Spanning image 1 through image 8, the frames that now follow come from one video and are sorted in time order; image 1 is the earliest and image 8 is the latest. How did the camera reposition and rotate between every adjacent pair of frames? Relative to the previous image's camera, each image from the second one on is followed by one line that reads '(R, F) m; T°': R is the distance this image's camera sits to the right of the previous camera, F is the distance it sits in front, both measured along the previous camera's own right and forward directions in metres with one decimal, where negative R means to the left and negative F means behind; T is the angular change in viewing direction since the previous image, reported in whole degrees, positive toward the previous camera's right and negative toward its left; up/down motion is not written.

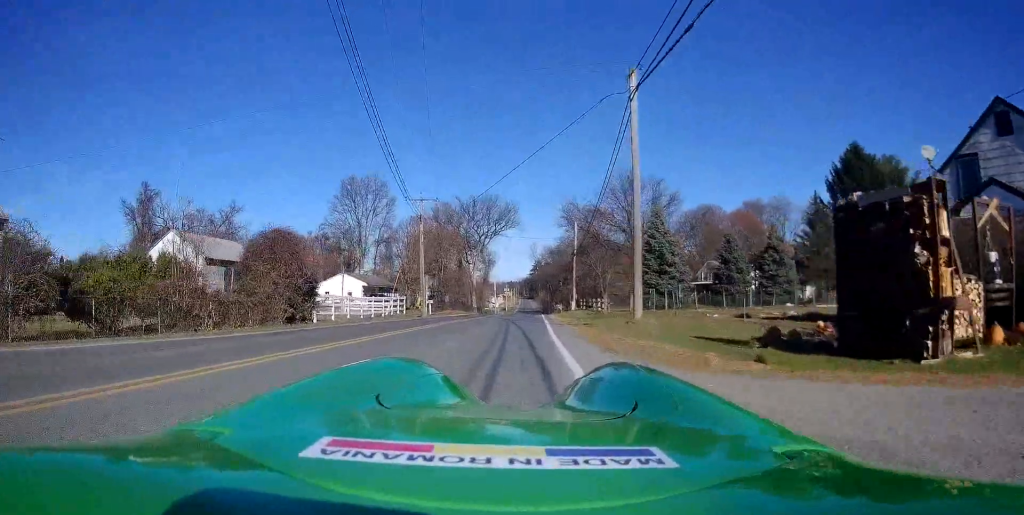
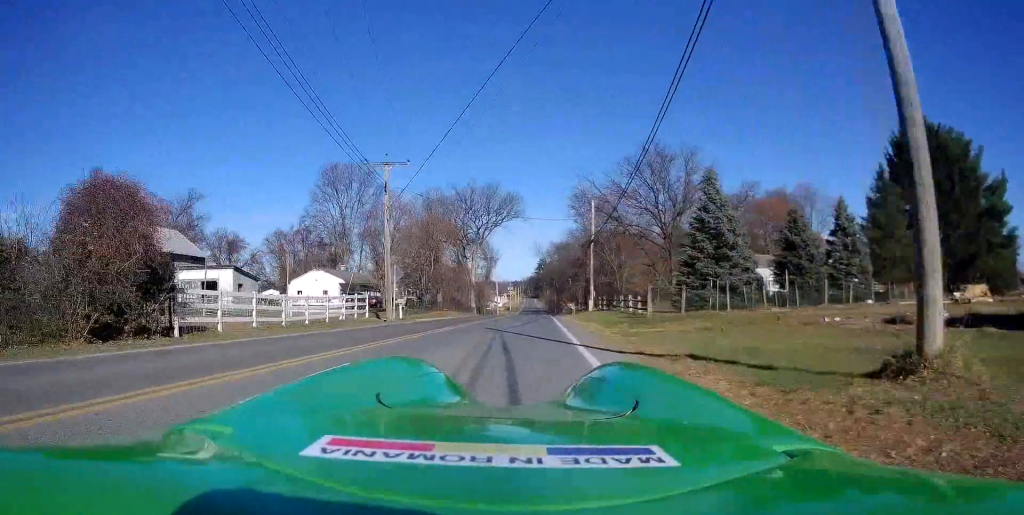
(0.0, +12.0) m; +1°
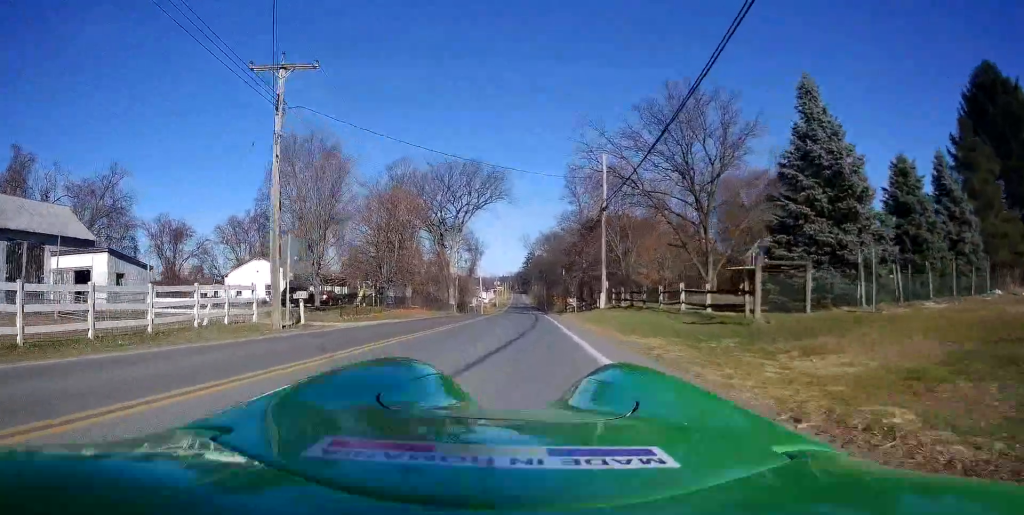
(+0.1, +13.2) m; 0°
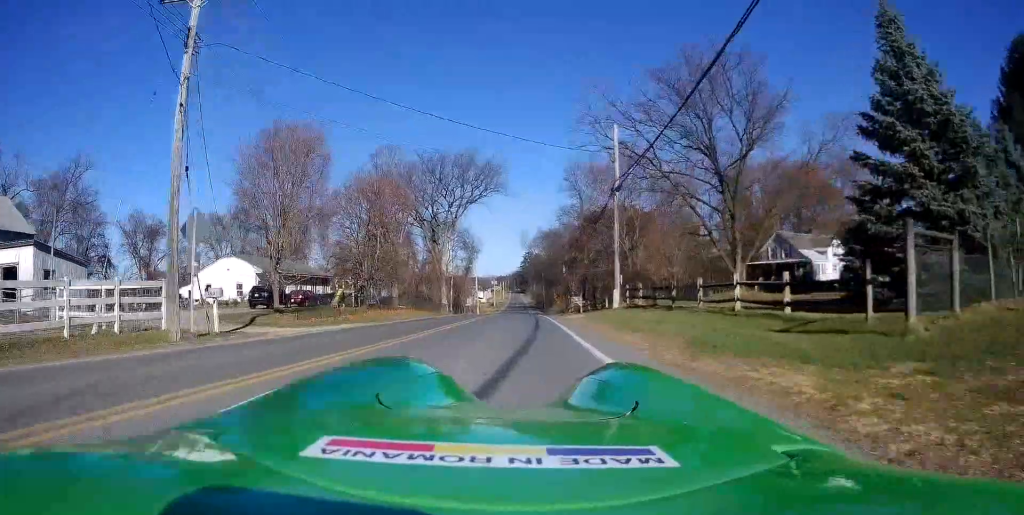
(0.0, +5.6) m; 0°
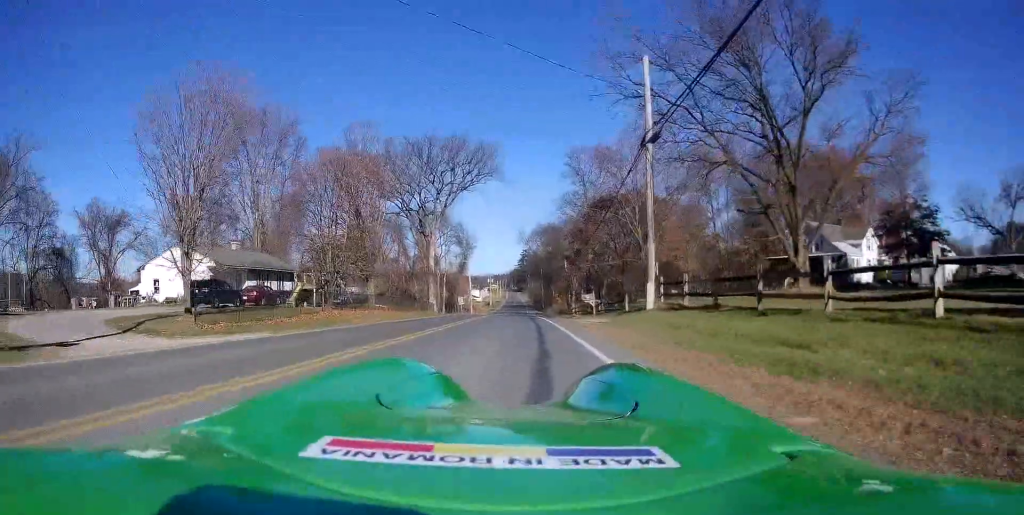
(-0.2, +8.2) m; 0°
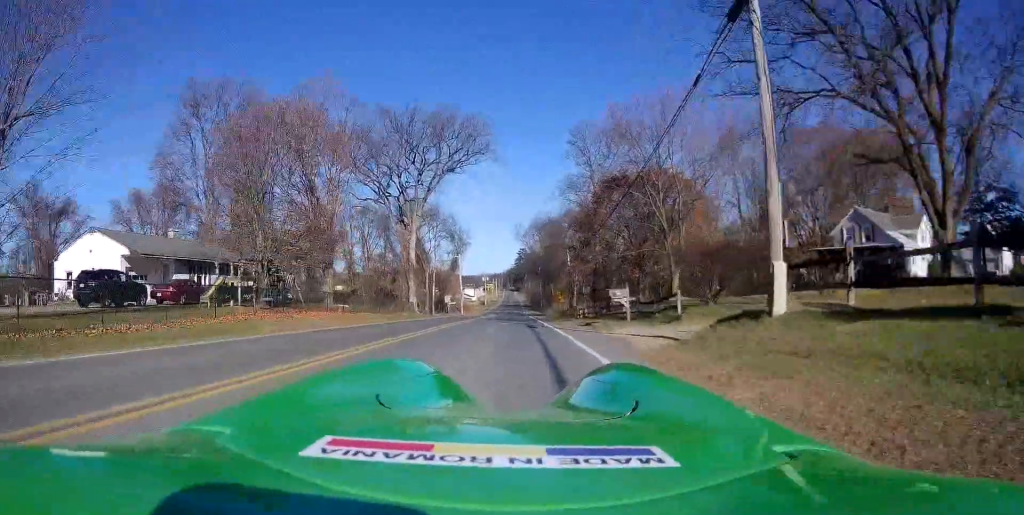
(+0.2, +10.4) m; +1°
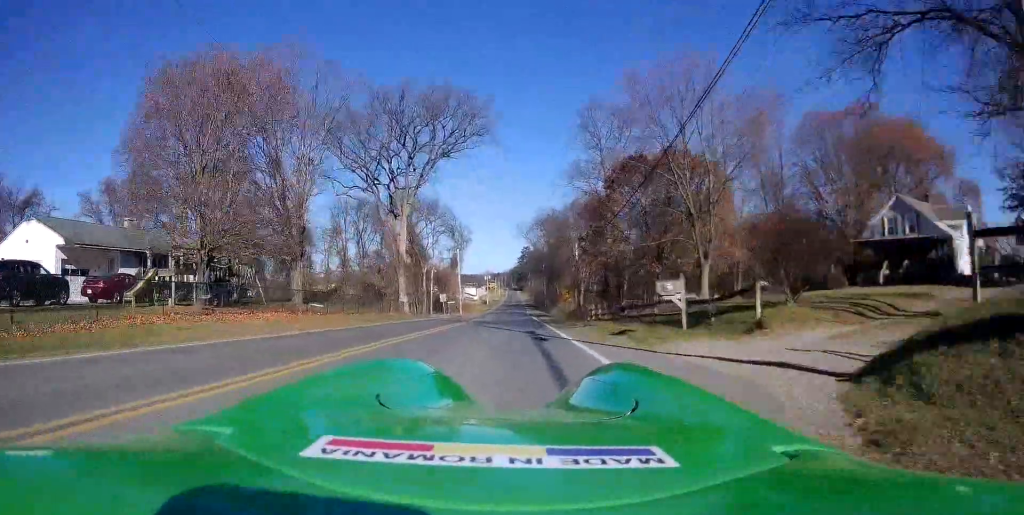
(+0.1, +6.3) m; 0°
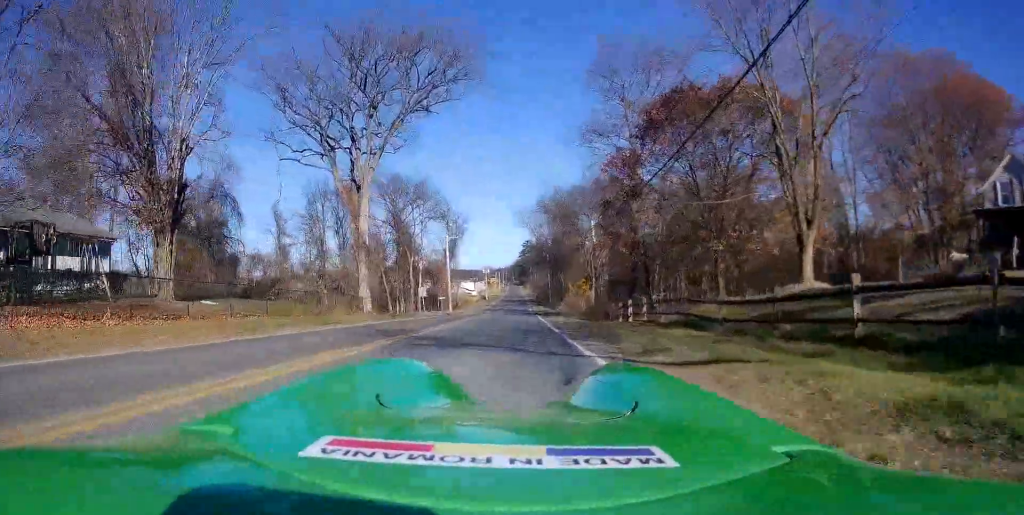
(-0.2, +13.8) m; -1°
